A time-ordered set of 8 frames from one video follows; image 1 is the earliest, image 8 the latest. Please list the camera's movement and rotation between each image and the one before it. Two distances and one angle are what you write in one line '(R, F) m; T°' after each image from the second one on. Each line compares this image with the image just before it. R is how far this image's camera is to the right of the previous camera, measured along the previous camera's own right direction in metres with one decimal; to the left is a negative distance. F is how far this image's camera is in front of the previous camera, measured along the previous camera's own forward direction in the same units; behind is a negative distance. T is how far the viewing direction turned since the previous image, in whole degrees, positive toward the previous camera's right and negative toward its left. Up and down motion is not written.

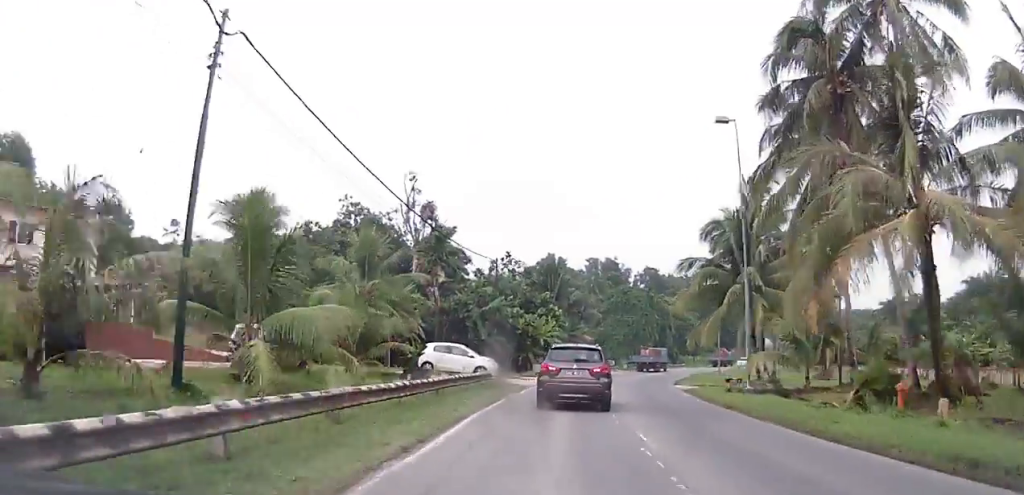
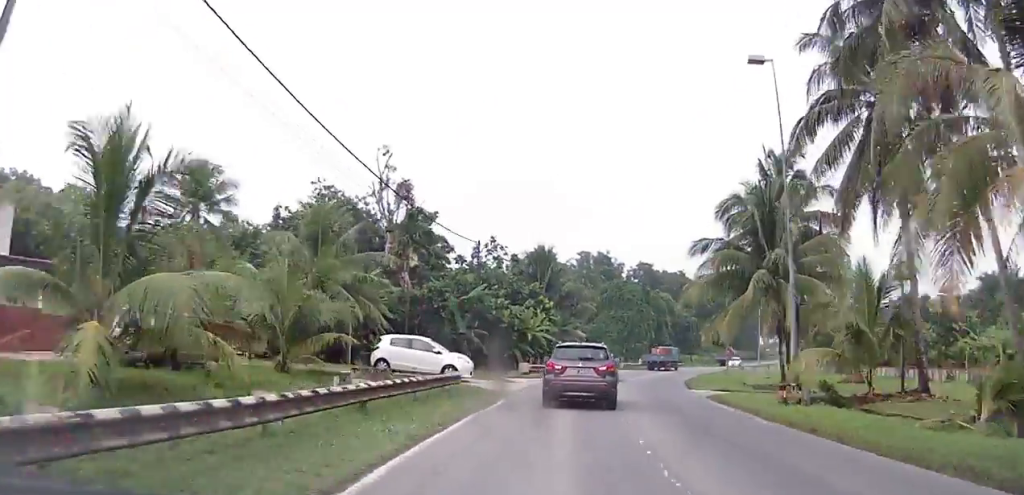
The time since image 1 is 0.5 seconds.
(-0.2, +7.0) m; +1°
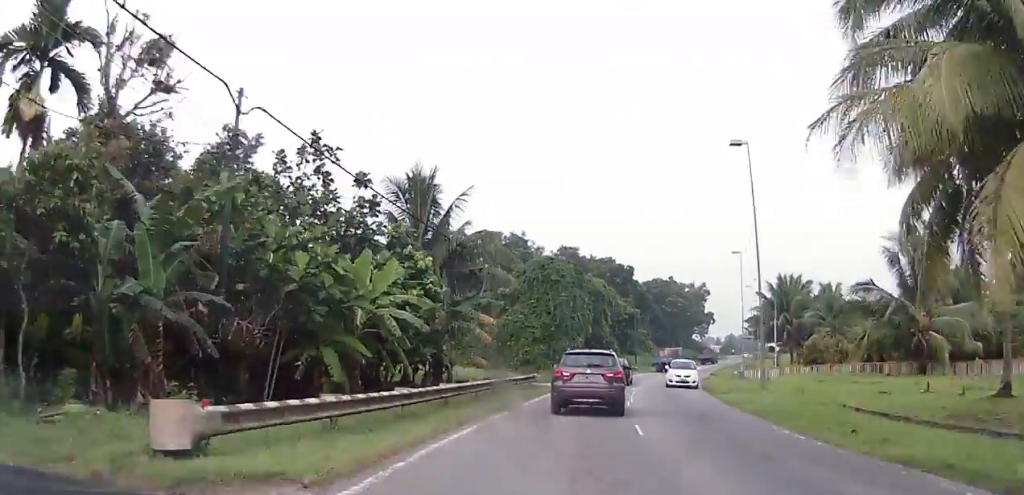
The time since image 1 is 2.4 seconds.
(+1.4, +29.1) m; +6°
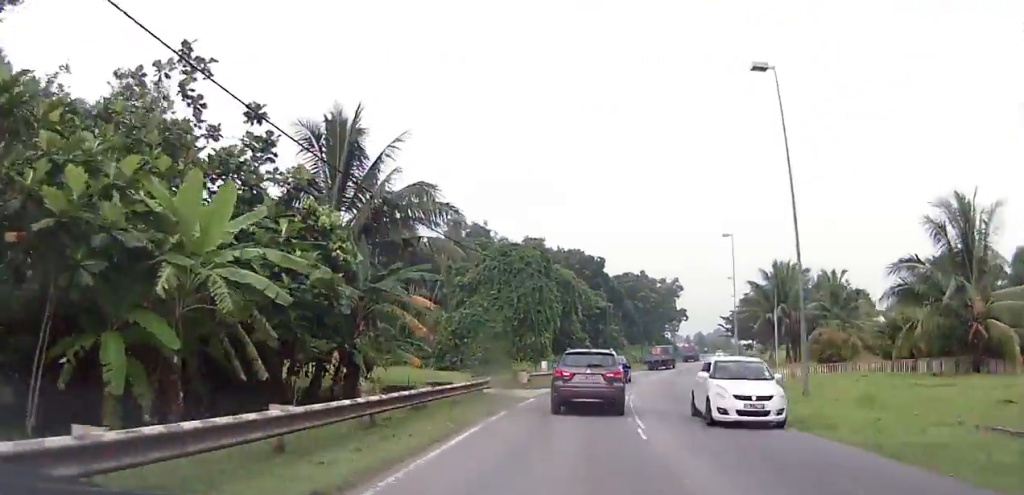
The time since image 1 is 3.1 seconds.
(+0.3, +9.5) m; +4°
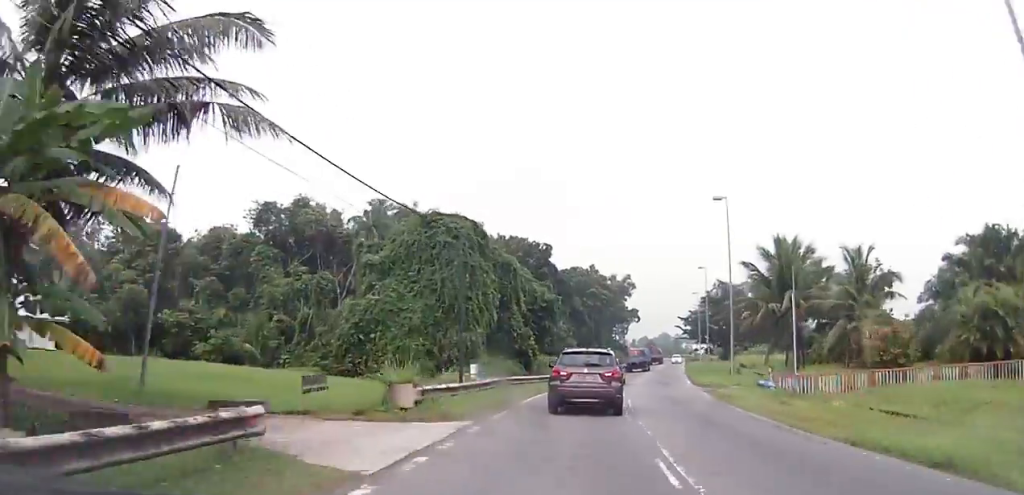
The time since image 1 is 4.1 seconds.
(+1.0, +15.7) m; +7°
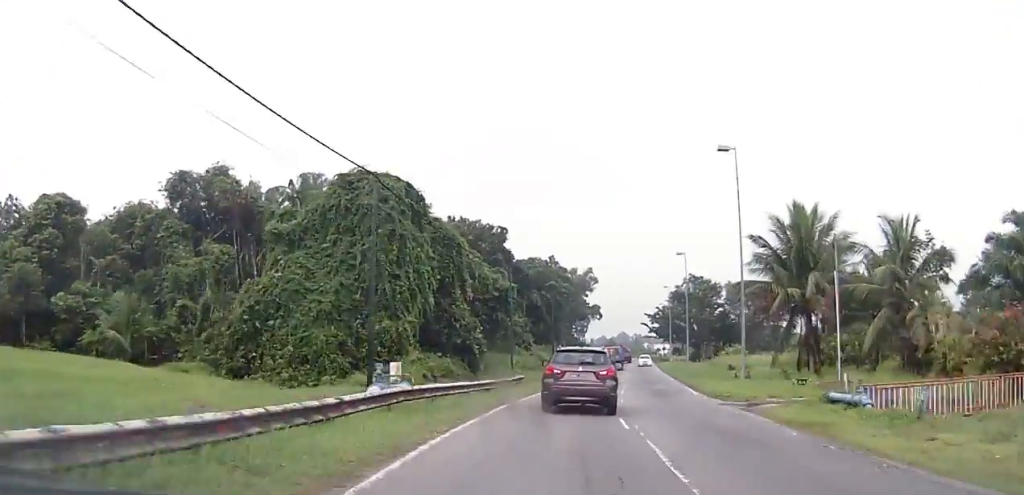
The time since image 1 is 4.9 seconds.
(+0.5, +11.9) m; +3°
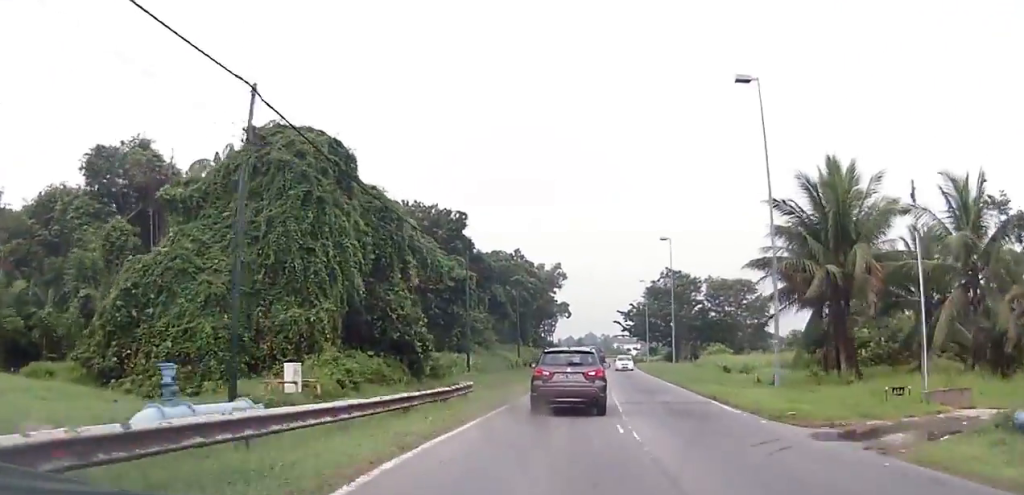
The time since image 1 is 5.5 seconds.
(+0.2, +9.8) m; +1°
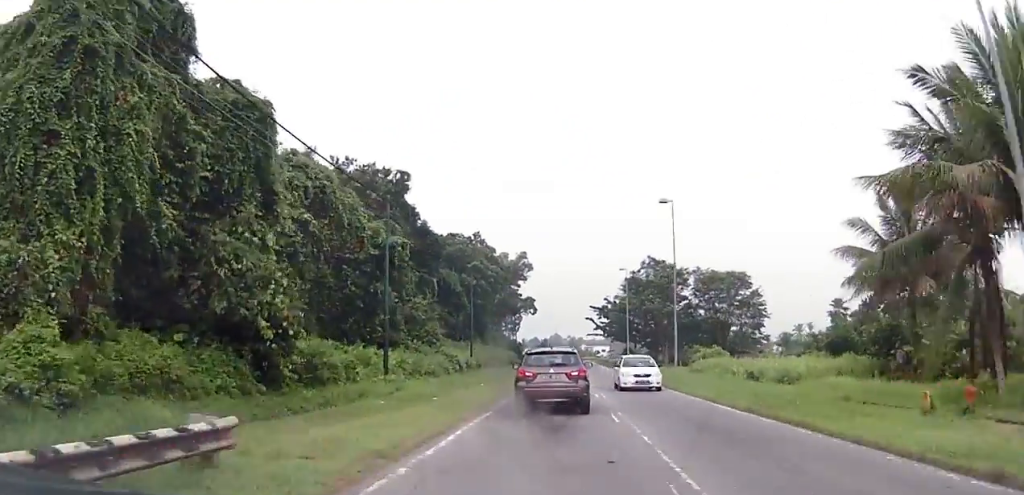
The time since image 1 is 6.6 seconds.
(+0.2, +16.5) m; +4°
